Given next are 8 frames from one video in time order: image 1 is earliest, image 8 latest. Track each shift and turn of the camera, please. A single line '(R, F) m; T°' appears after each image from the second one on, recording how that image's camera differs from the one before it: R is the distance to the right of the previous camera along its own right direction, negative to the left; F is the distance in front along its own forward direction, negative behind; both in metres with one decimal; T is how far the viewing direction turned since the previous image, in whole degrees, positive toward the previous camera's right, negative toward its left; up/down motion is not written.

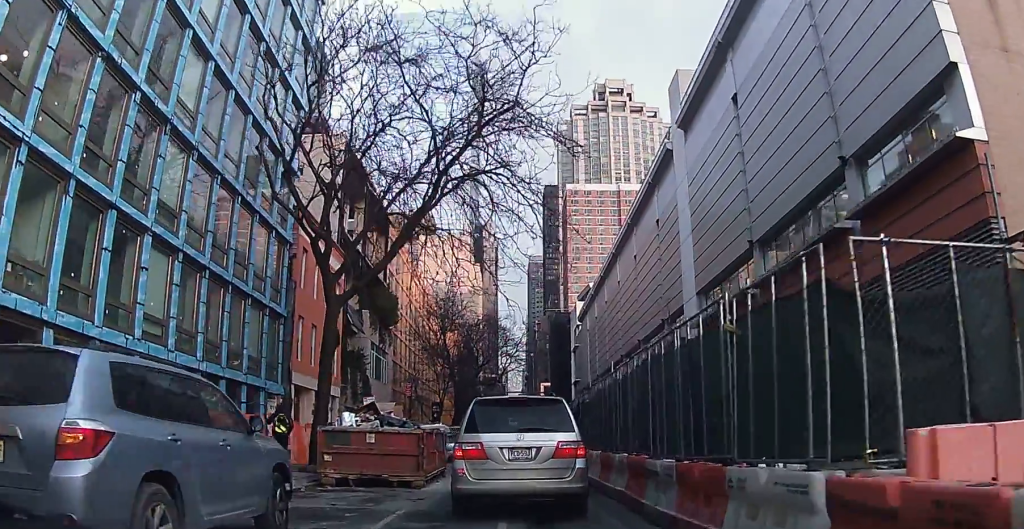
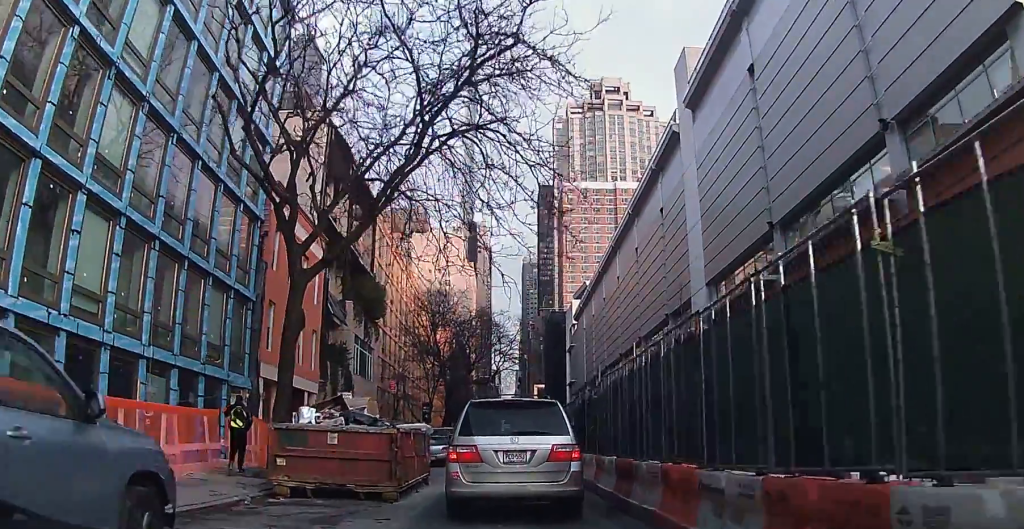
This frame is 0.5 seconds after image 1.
(+0.1, +2.9) m; -1°
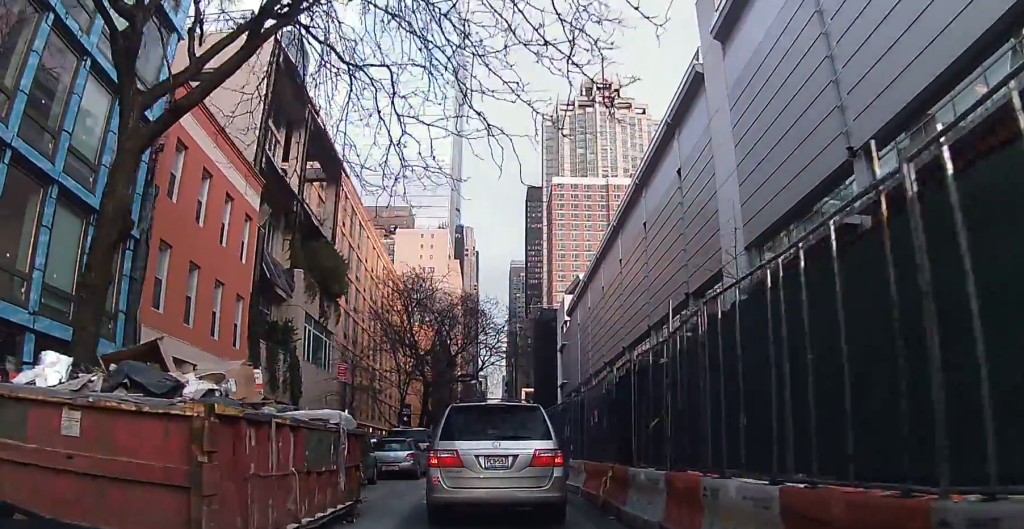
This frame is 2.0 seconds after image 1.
(-0.3, +7.7) m; -2°
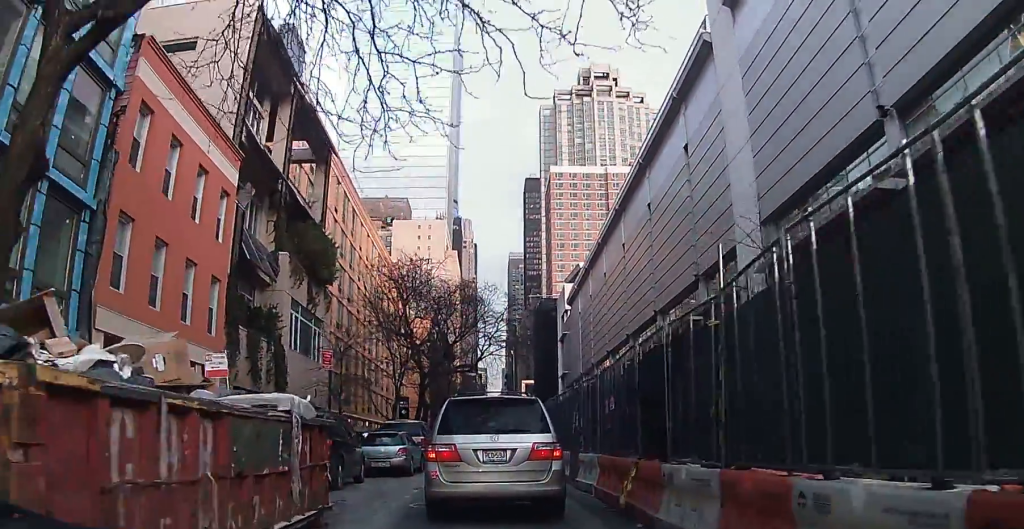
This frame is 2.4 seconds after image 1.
(0.0, +1.9) m; 0°
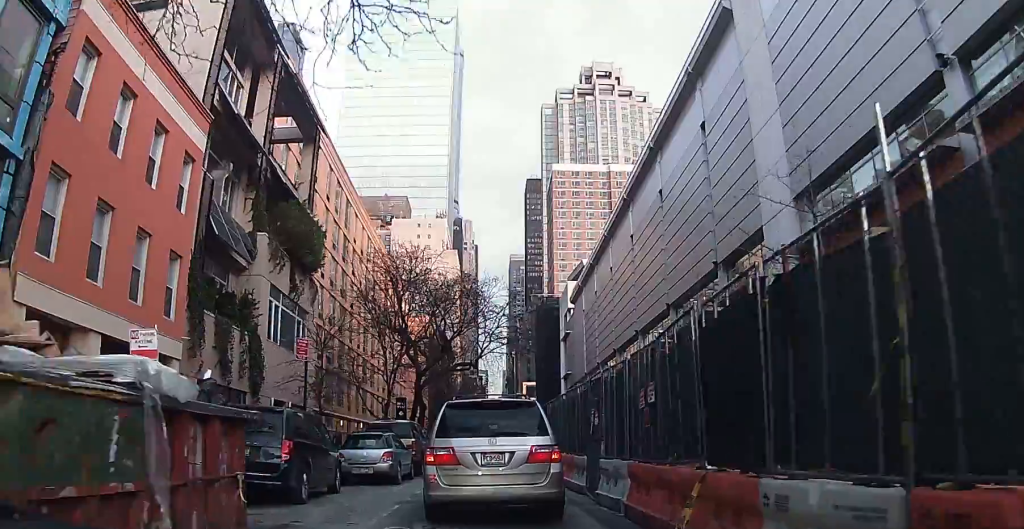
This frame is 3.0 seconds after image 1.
(+0.2, +2.8) m; +1°
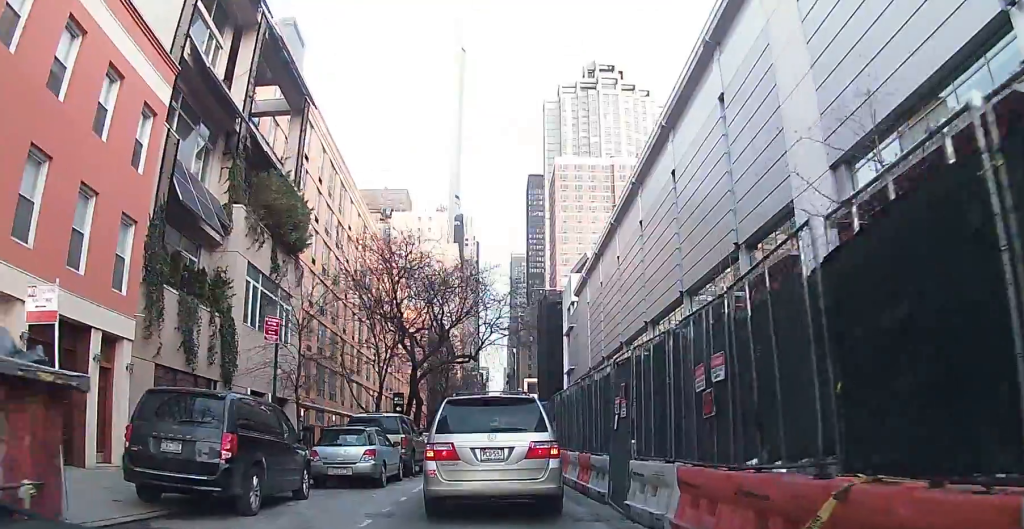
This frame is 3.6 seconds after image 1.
(0.0, +2.7) m; 0°
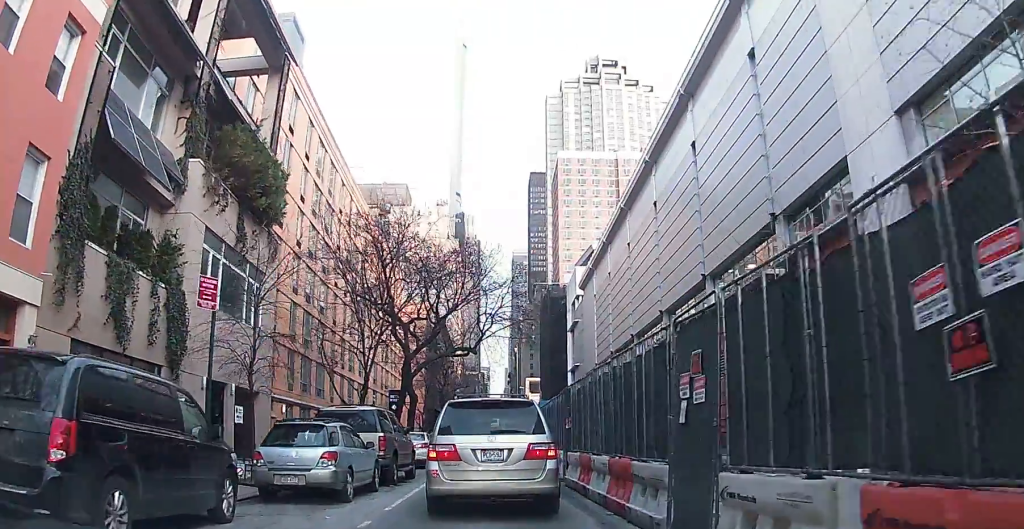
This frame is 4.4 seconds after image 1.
(0.0, +3.8) m; -1°
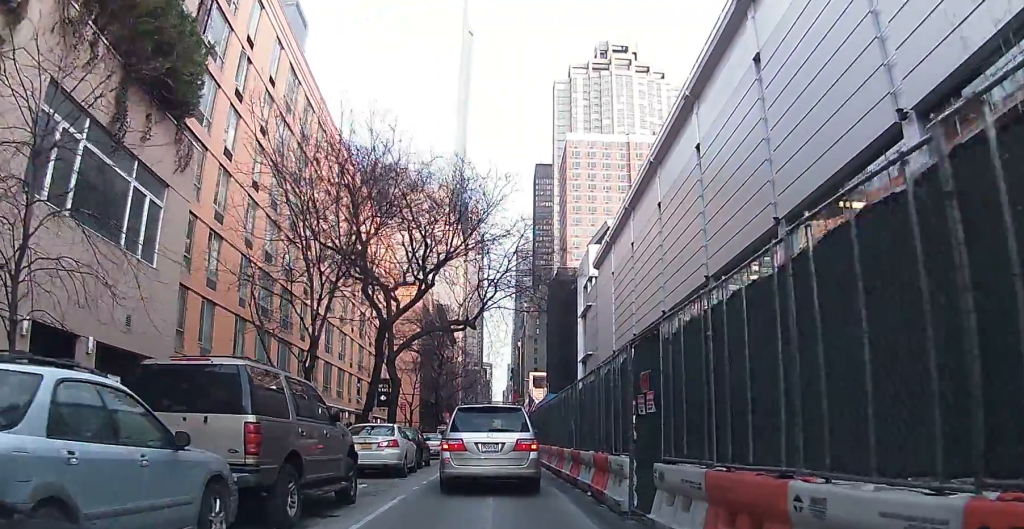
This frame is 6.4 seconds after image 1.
(-0.4, +7.7) m; -1°
